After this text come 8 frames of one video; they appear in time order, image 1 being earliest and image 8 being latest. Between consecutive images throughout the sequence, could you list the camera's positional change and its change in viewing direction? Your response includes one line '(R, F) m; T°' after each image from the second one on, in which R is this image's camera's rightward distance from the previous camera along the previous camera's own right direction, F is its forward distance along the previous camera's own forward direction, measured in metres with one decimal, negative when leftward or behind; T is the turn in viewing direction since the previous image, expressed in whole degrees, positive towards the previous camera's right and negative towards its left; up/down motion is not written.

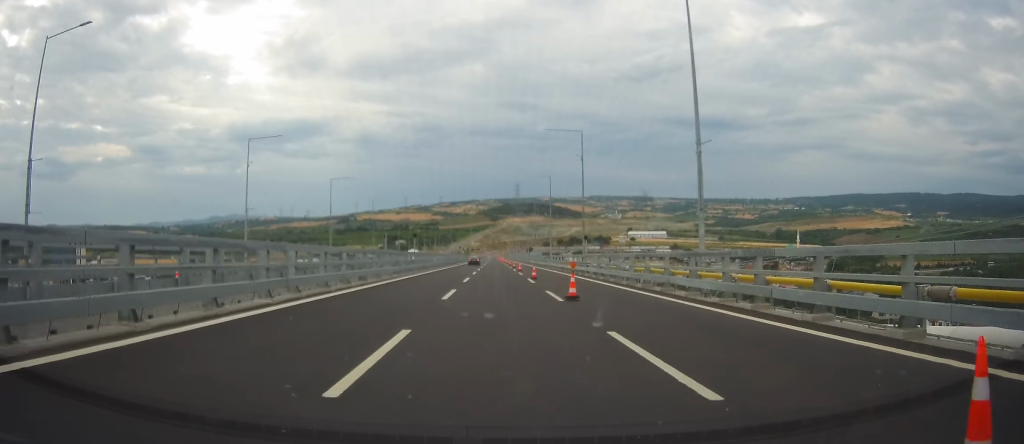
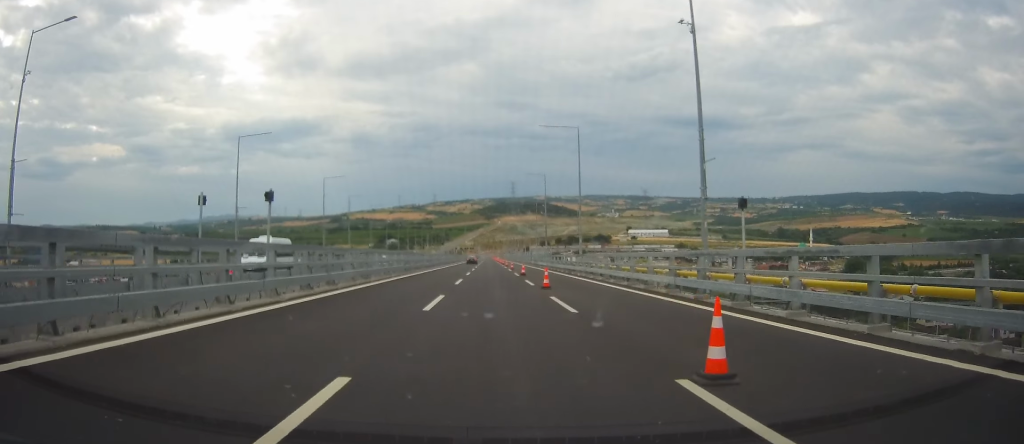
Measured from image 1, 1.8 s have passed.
(-0.6, +34.6) m; -1°
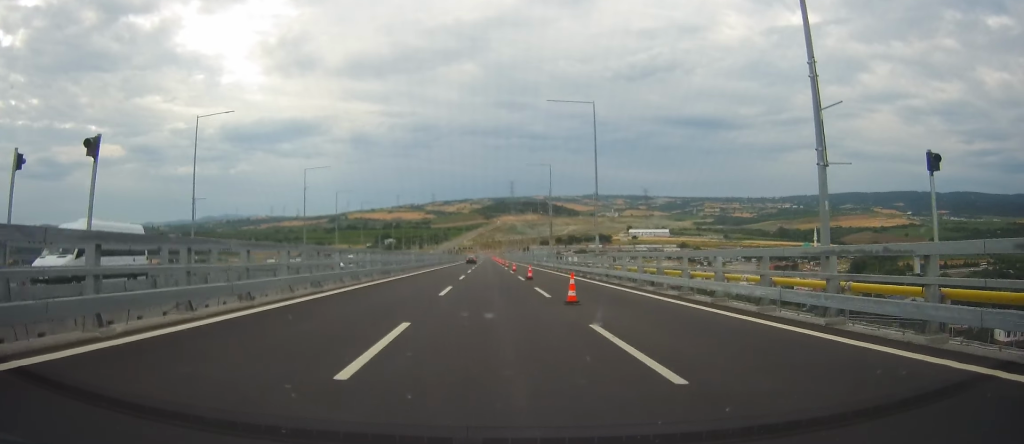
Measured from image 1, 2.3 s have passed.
(+0.1, +9.3) m; 0°
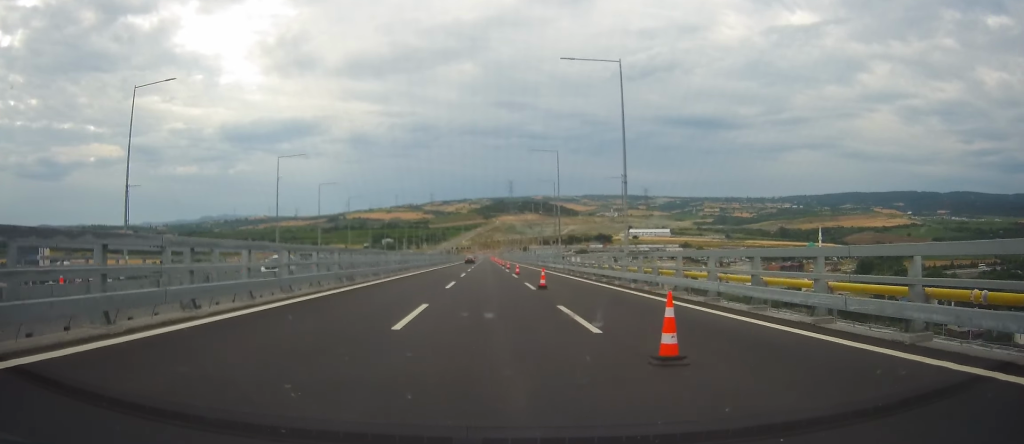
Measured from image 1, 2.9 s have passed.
(-0.1, +10.6) m; +1°
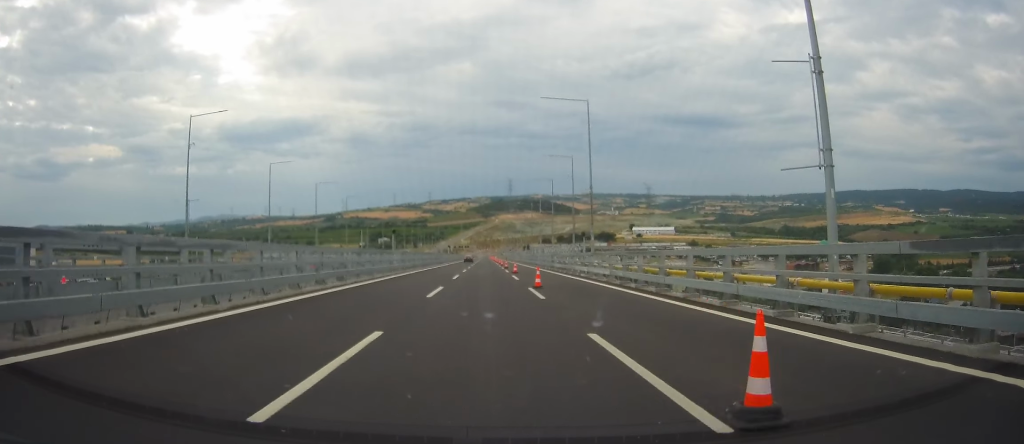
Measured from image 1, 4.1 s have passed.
(+0.5, +23.6) m; +1°
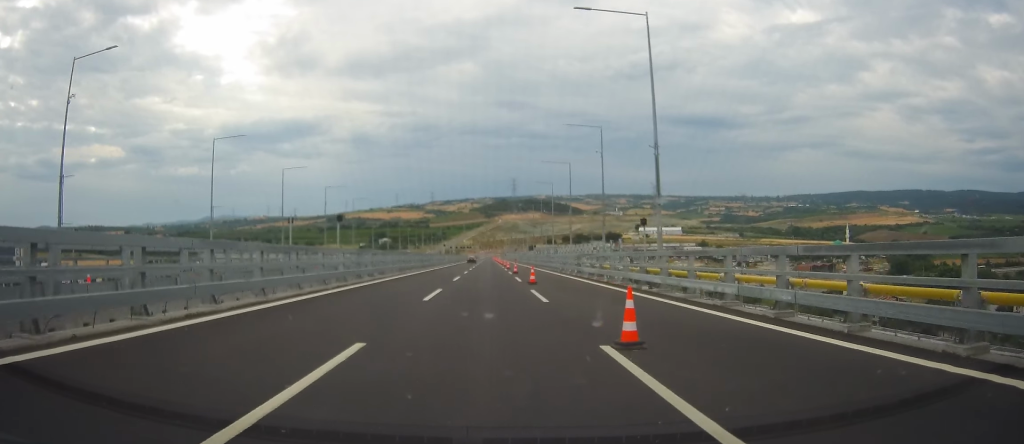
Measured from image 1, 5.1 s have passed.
(-0.2, +19.0) m; 0°
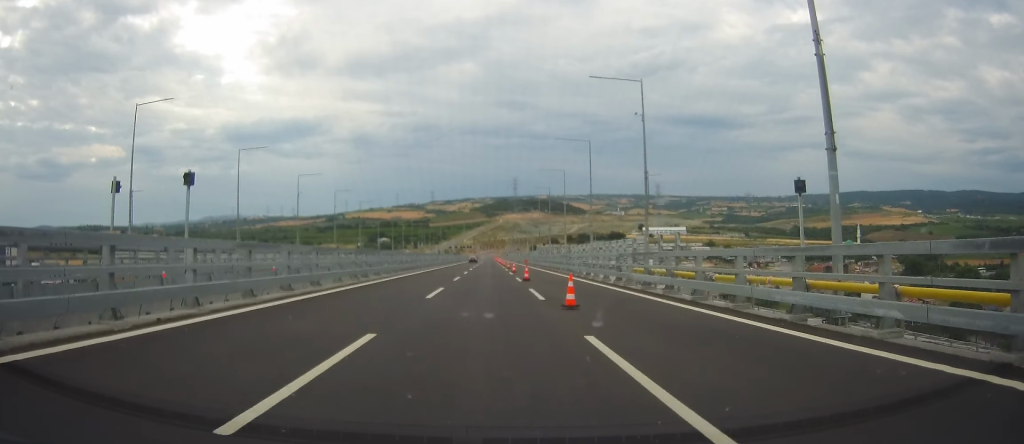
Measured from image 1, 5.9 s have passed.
(0.0, +15.9) m; +1°
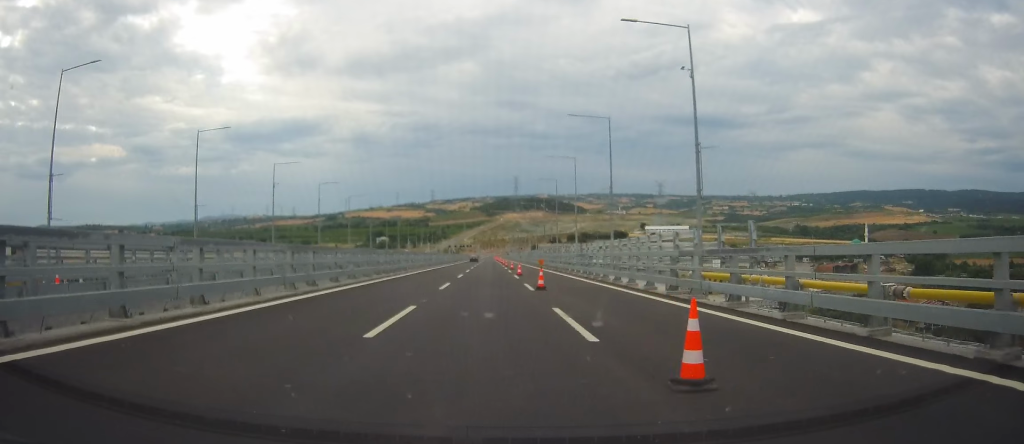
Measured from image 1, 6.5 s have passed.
(0.0, +10.8) m; +1°
